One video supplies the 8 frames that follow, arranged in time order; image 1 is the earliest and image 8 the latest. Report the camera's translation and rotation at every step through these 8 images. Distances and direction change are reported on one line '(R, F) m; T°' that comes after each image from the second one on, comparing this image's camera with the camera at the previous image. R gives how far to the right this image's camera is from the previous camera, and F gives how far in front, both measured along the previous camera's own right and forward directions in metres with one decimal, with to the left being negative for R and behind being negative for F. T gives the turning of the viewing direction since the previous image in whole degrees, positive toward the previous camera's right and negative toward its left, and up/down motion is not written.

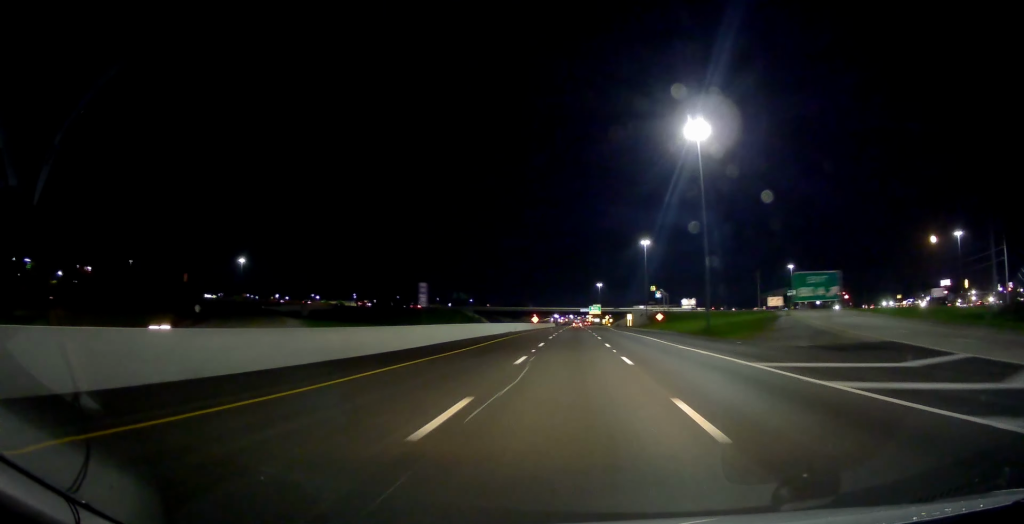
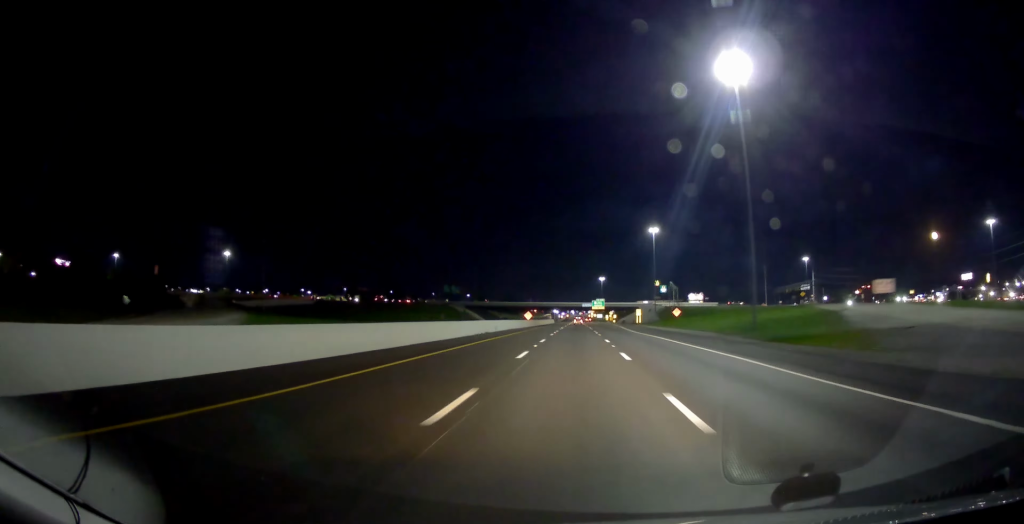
(+0.3, +24.5) m; 0°
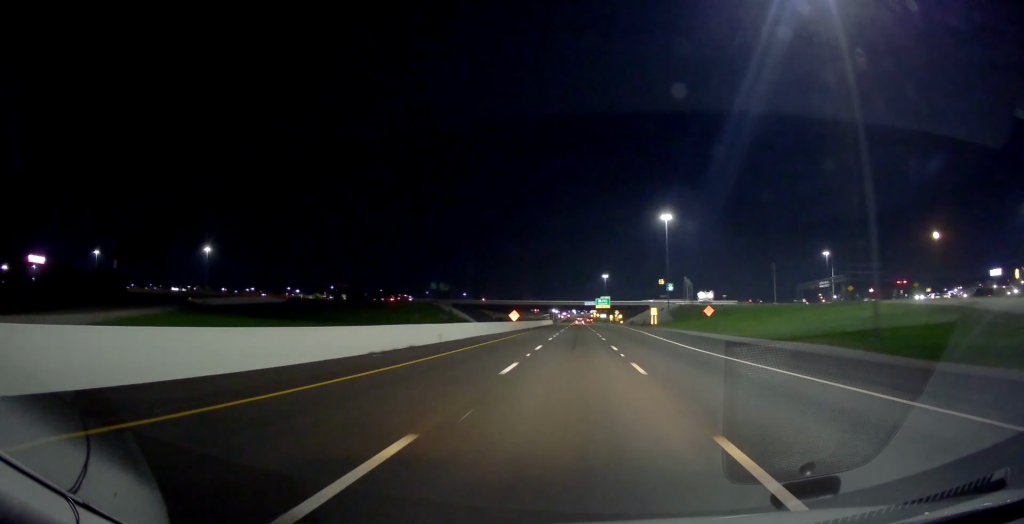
(-0.1, +29.0) m; 0°
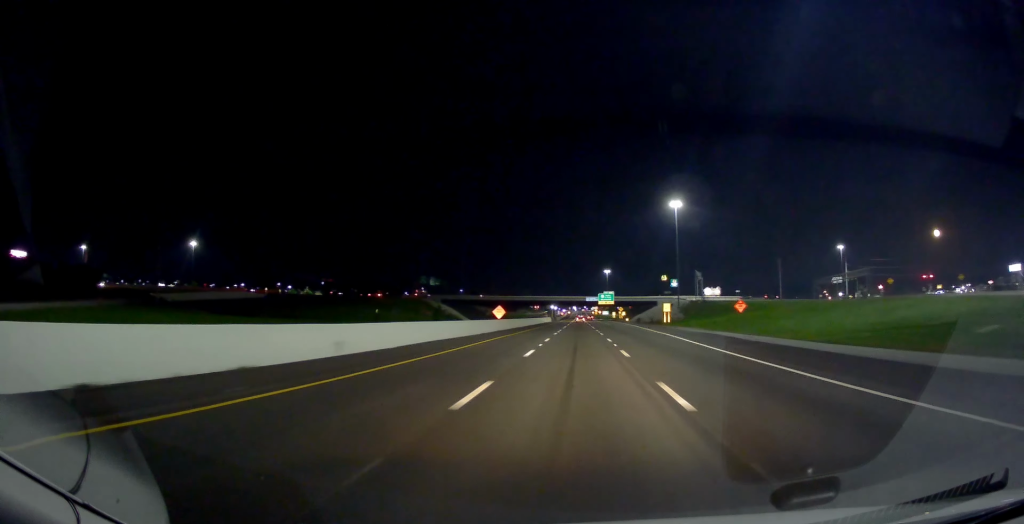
(-0.1, +18.2) m; 0°
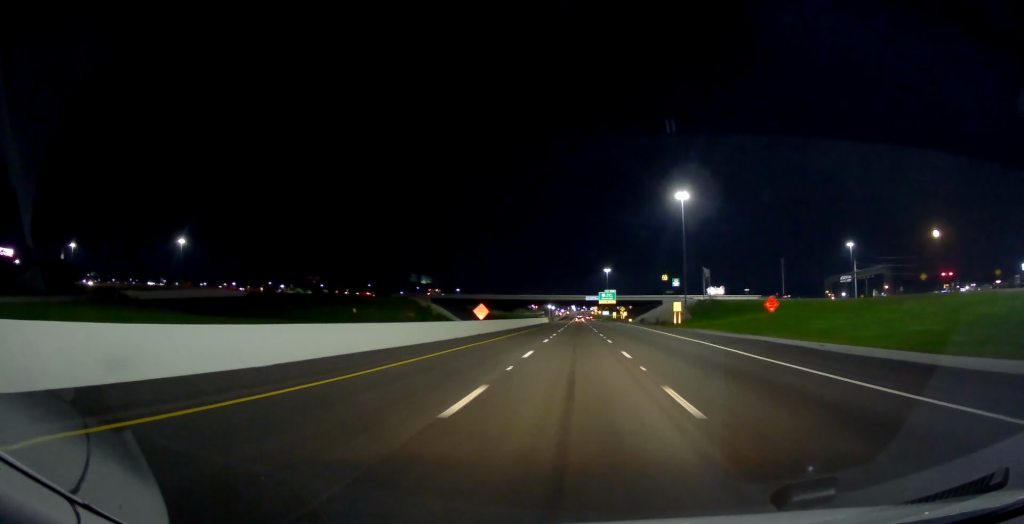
(0.0, +12.9) m; 0°
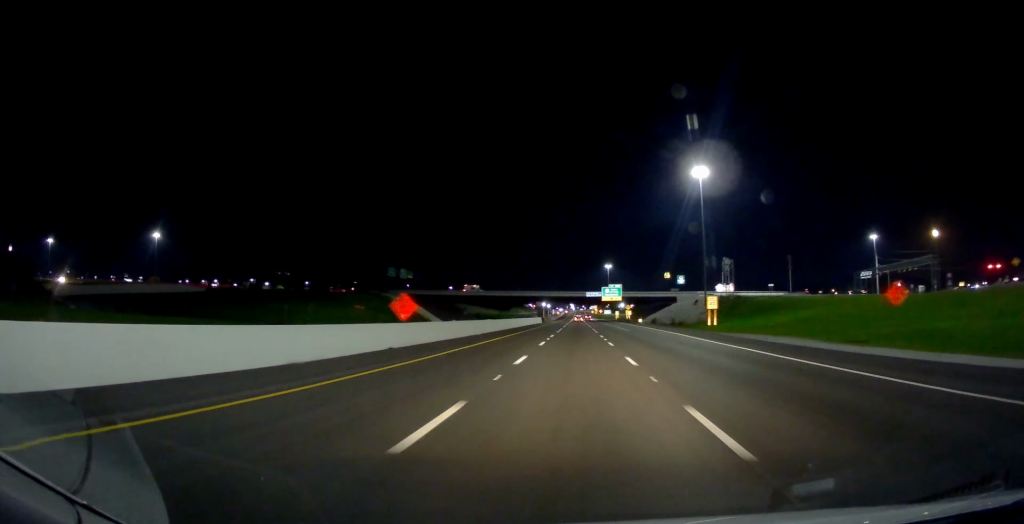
(-0.1, +26.8) m; +1°
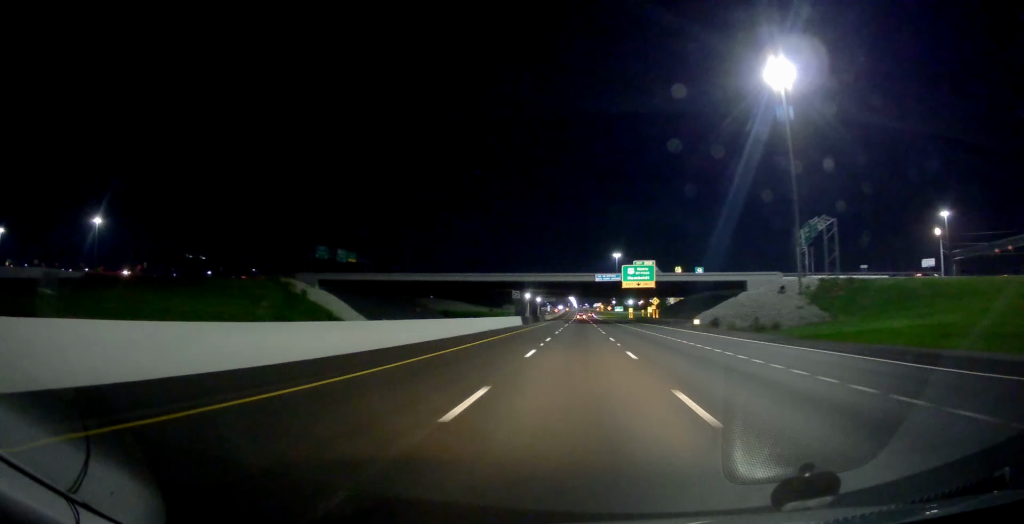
(+0.7, +58.9) m; 0°
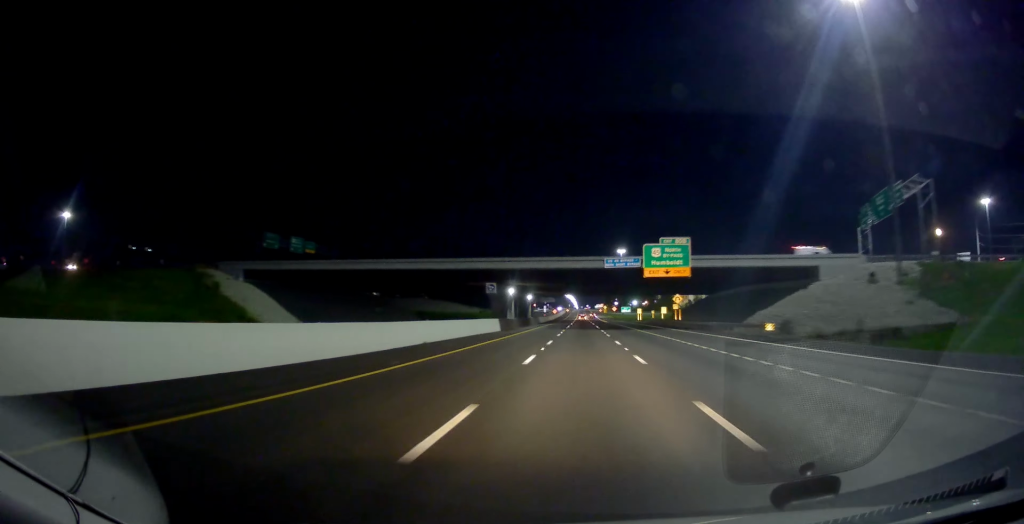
(-0.4, +26.7) m; -1°
